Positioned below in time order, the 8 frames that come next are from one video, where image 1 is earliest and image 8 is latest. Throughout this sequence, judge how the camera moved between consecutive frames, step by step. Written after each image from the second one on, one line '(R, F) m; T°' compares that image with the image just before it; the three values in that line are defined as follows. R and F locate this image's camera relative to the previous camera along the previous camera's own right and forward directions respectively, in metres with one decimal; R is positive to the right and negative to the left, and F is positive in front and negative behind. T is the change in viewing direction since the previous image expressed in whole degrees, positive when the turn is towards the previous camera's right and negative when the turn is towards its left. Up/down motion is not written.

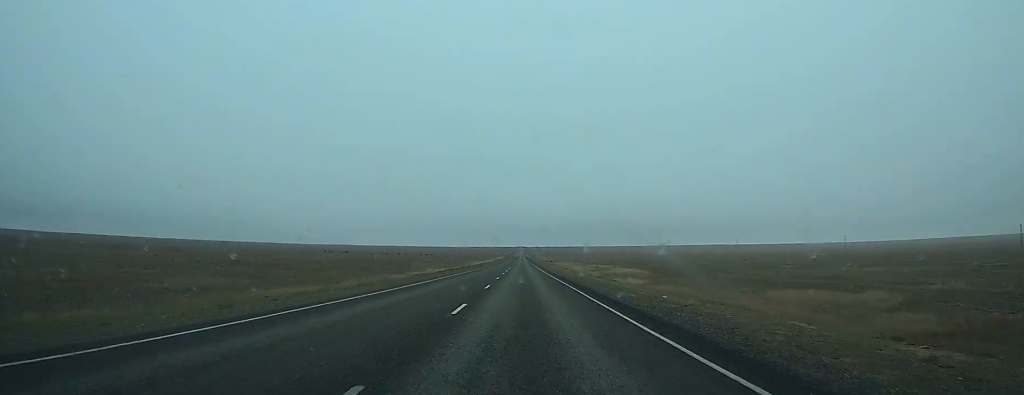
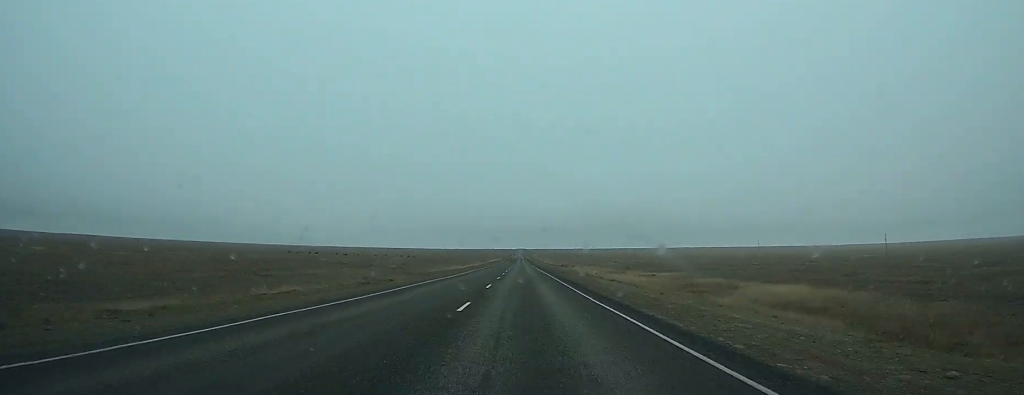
(-0.5, +86.8) m; 0°
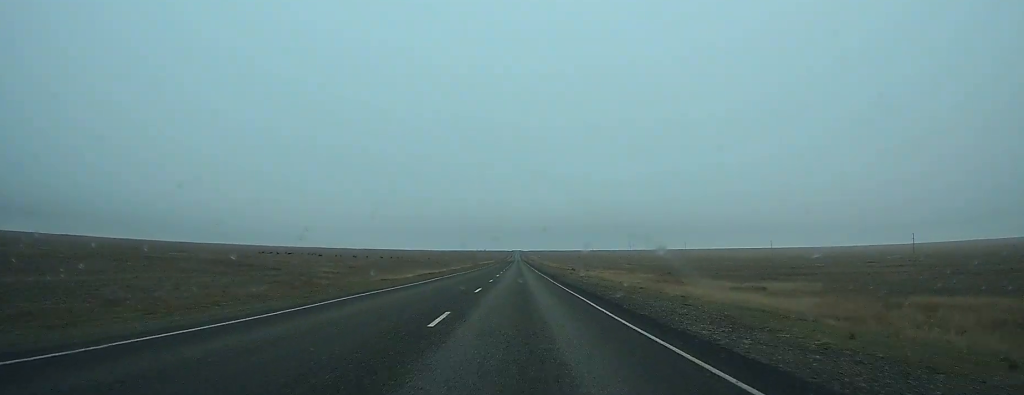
(0.0, +51.9) m; 0°
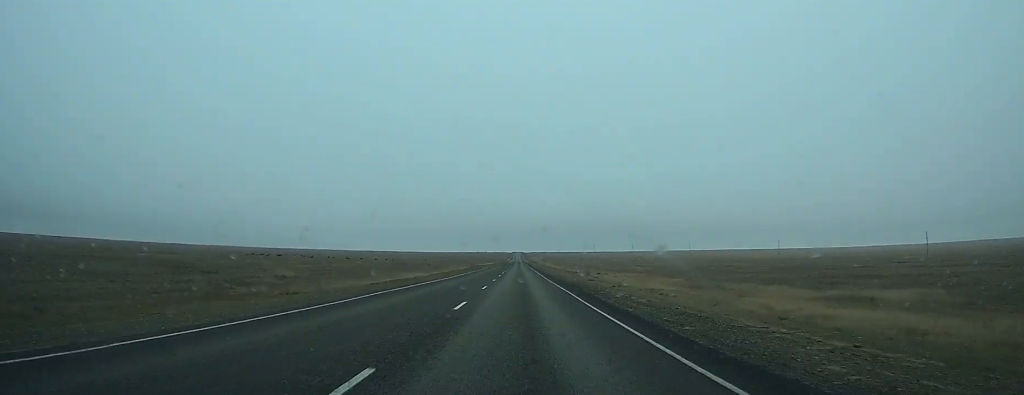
(0.0, +18.8) m; 0°
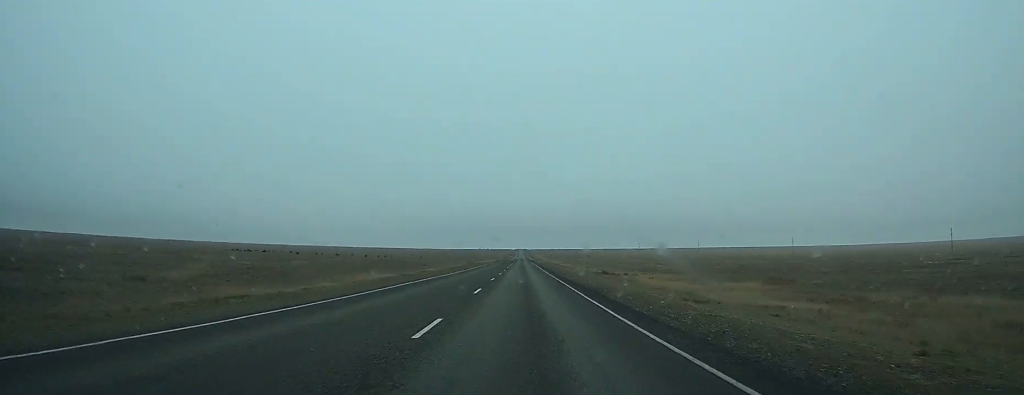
(0.0, +29.2) m; 0°
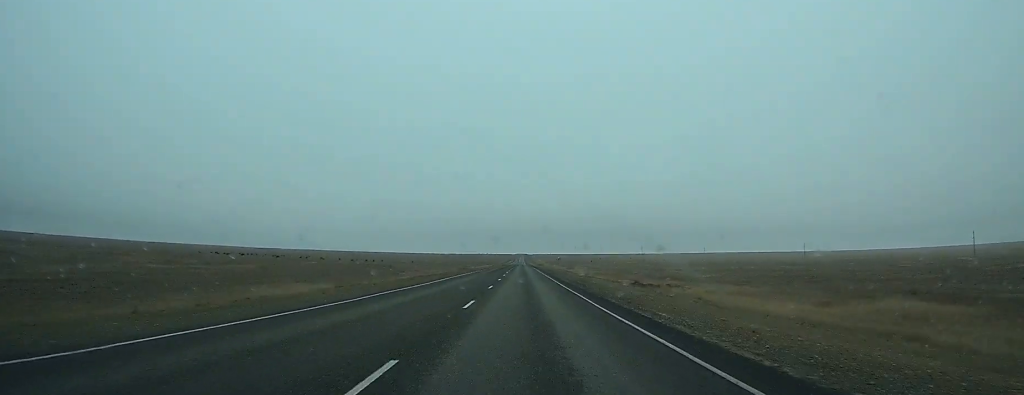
(+0.1, +27.5) m; 0°
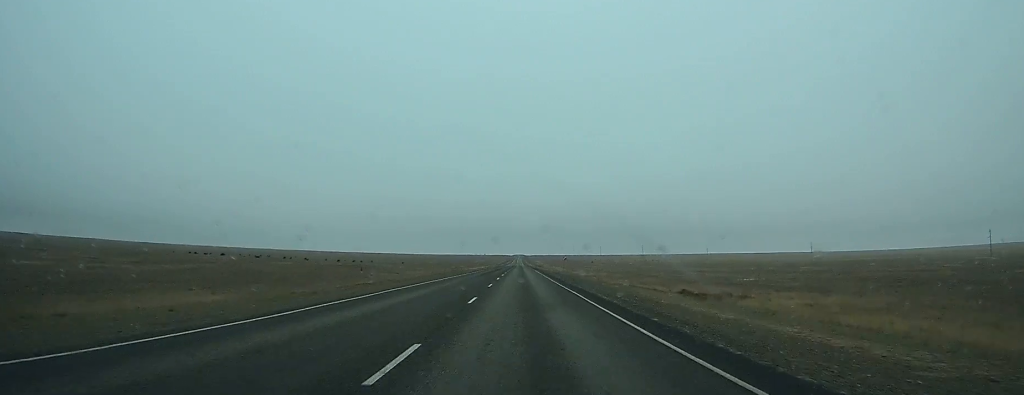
(0.0, +21.3) m; 0°
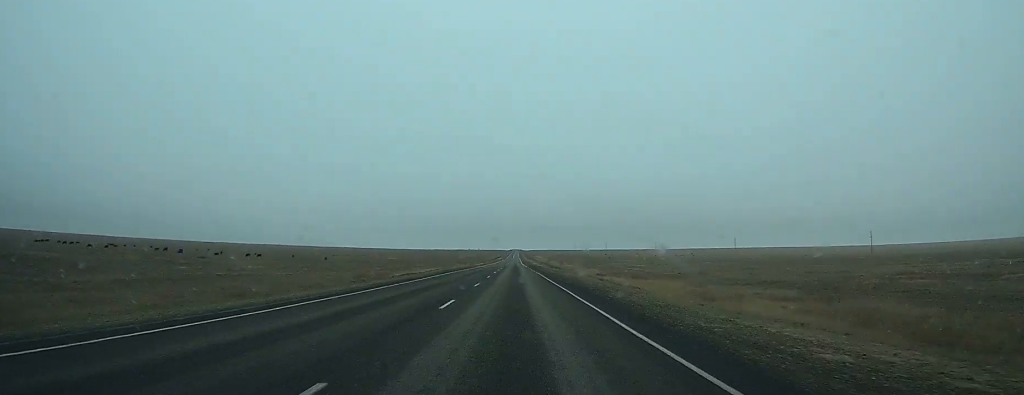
(-0.4, +125.5) m; -1°
